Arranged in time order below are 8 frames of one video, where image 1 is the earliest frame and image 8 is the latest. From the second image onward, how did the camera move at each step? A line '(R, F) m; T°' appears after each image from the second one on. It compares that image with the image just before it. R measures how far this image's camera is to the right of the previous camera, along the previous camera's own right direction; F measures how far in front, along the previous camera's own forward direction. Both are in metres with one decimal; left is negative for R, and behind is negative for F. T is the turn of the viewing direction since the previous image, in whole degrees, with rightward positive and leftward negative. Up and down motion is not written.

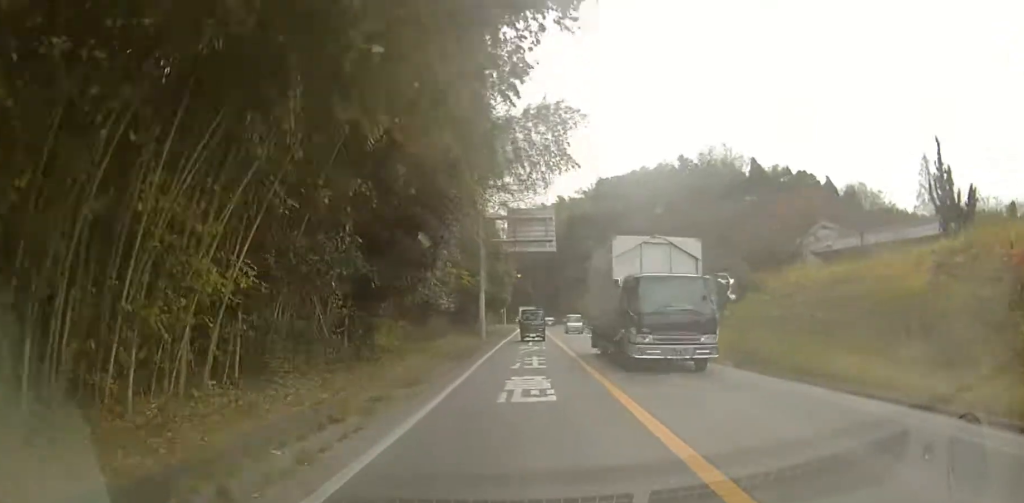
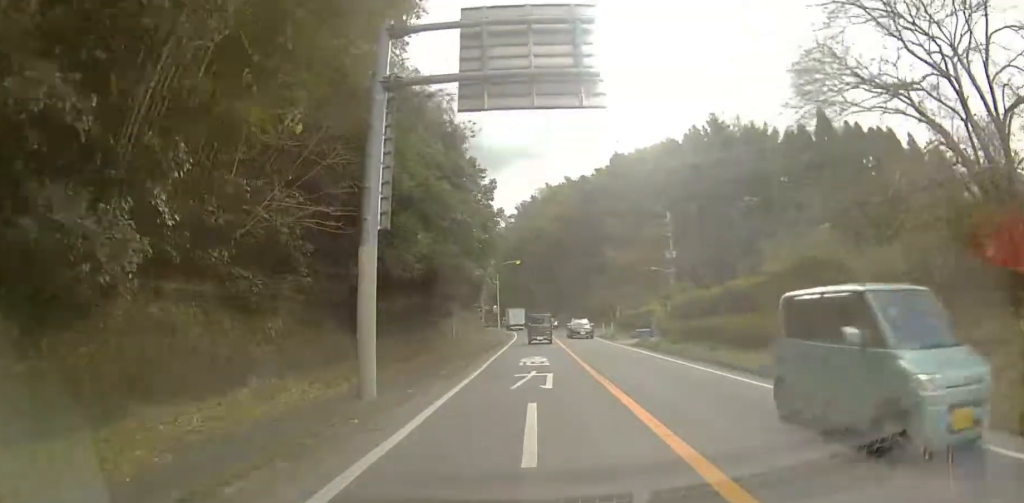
(-0.3, +21.6) m; -5°
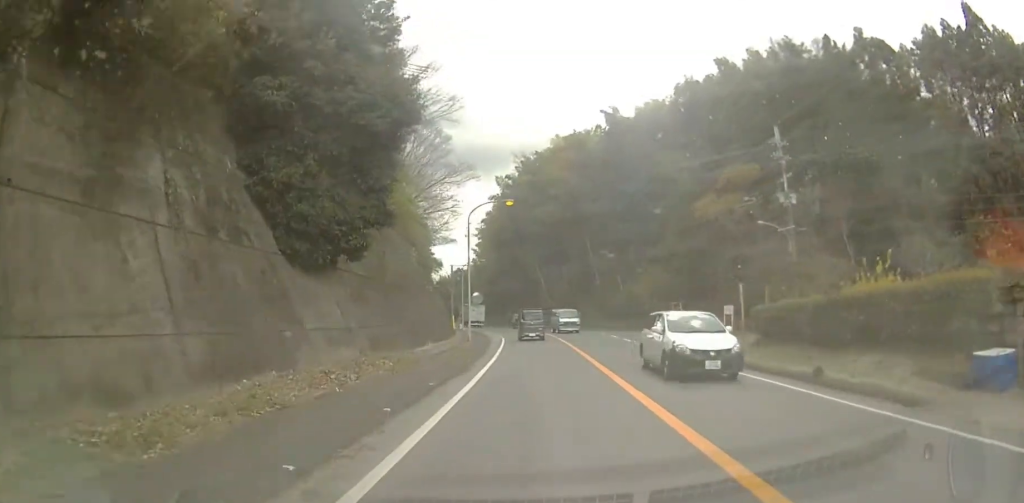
(-1.9, +29.3) m; -4°
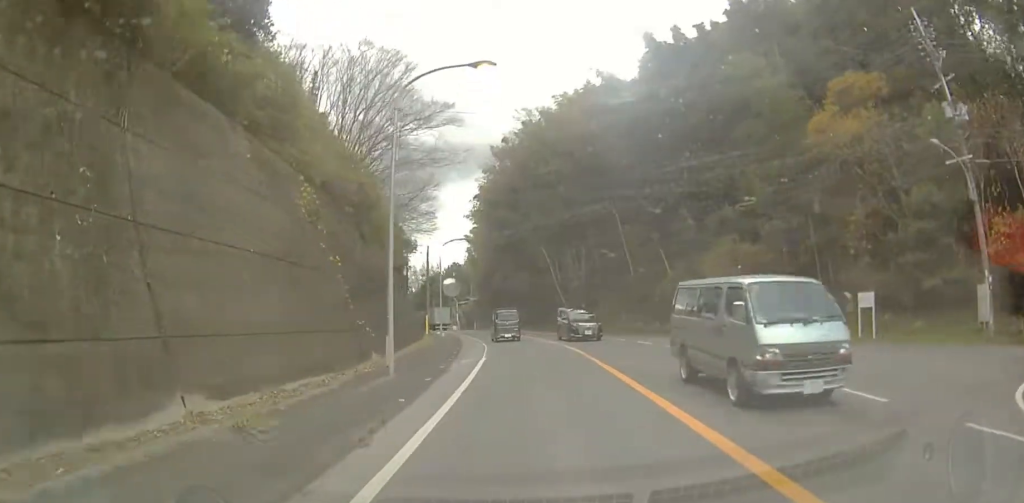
(0.0, +17.0) m; 0°
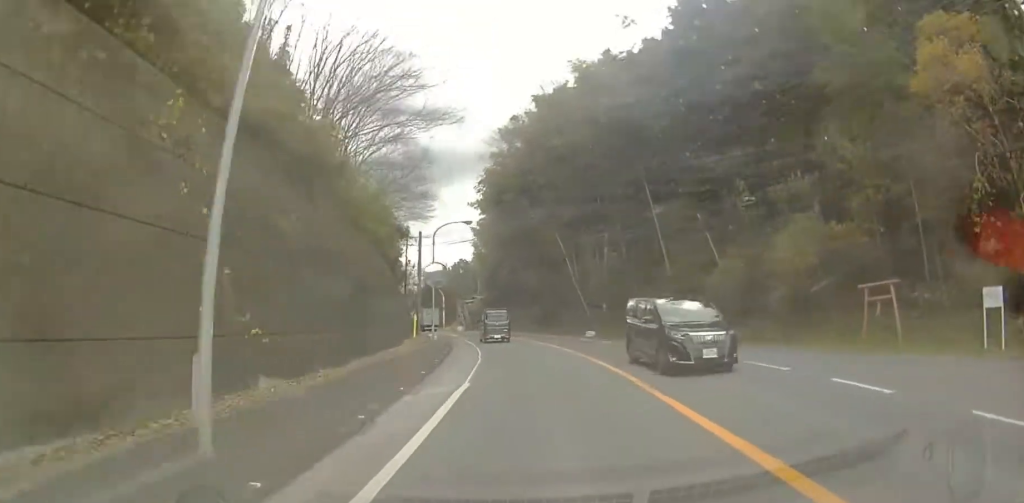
(0.0, +7.2) m; 0°
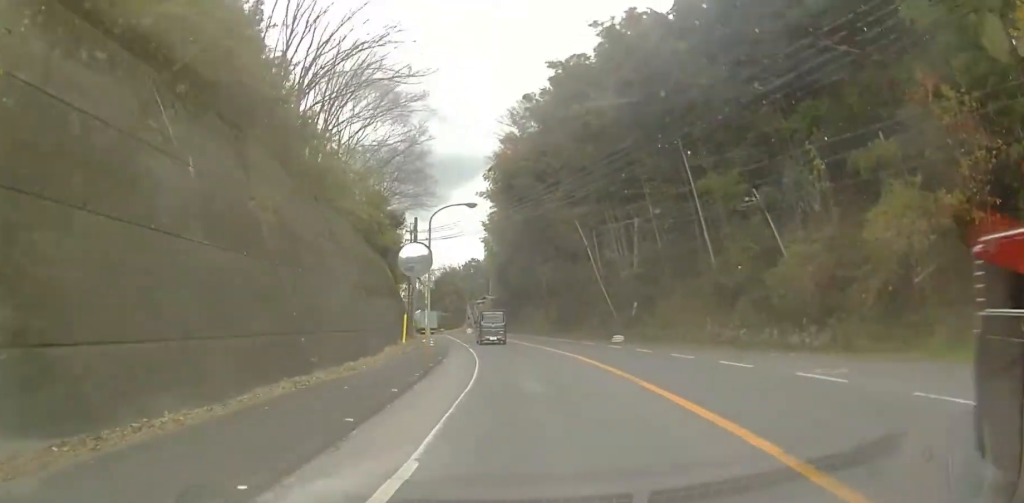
(0.0, +6.5) m; 0°
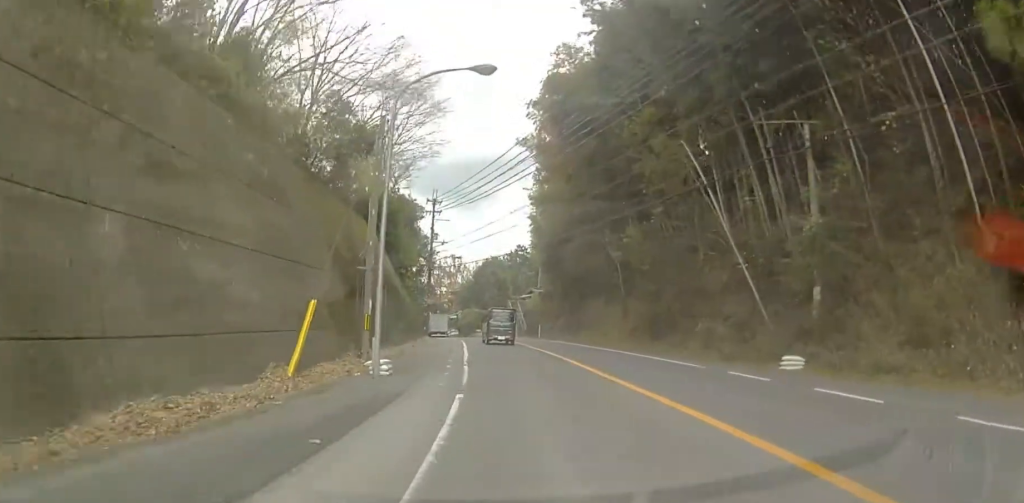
(0.0, +16.7) m; 0°
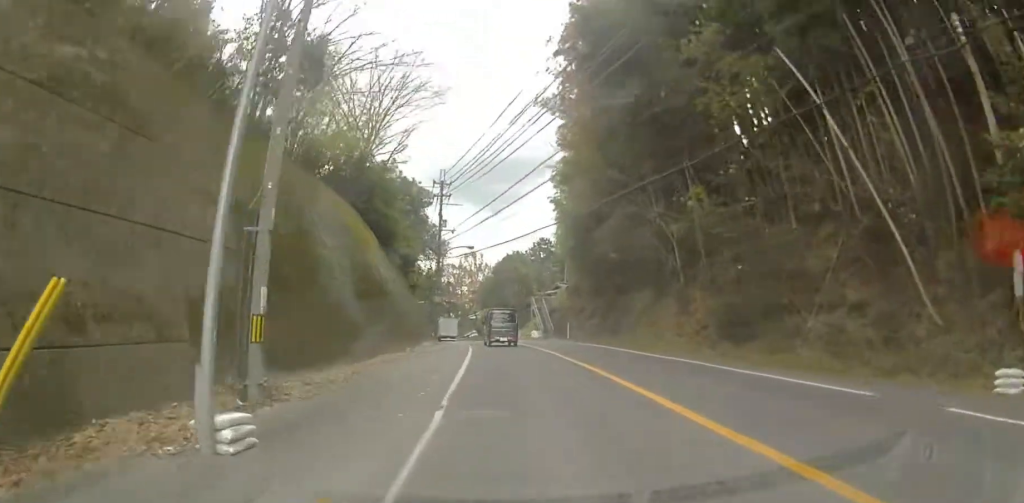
(0.0, +7.4) m; 0°
